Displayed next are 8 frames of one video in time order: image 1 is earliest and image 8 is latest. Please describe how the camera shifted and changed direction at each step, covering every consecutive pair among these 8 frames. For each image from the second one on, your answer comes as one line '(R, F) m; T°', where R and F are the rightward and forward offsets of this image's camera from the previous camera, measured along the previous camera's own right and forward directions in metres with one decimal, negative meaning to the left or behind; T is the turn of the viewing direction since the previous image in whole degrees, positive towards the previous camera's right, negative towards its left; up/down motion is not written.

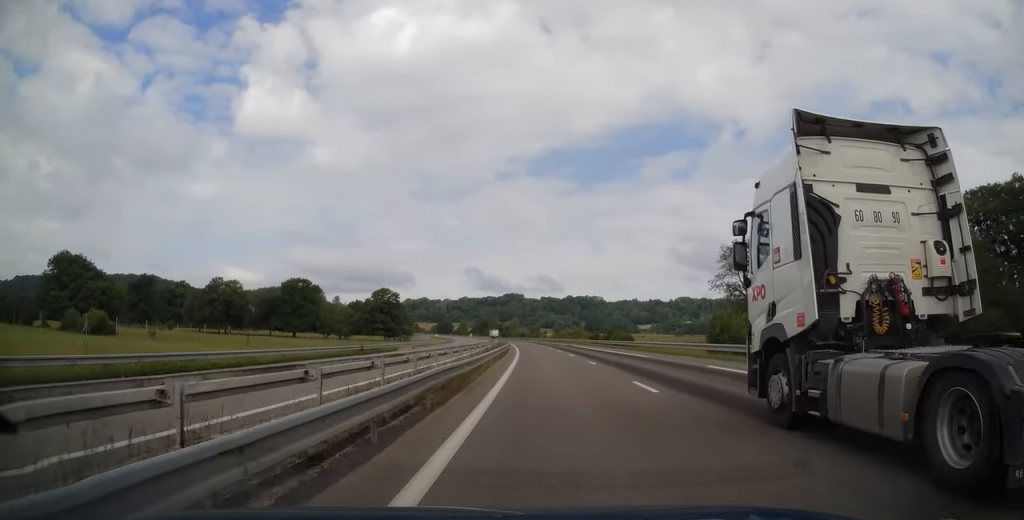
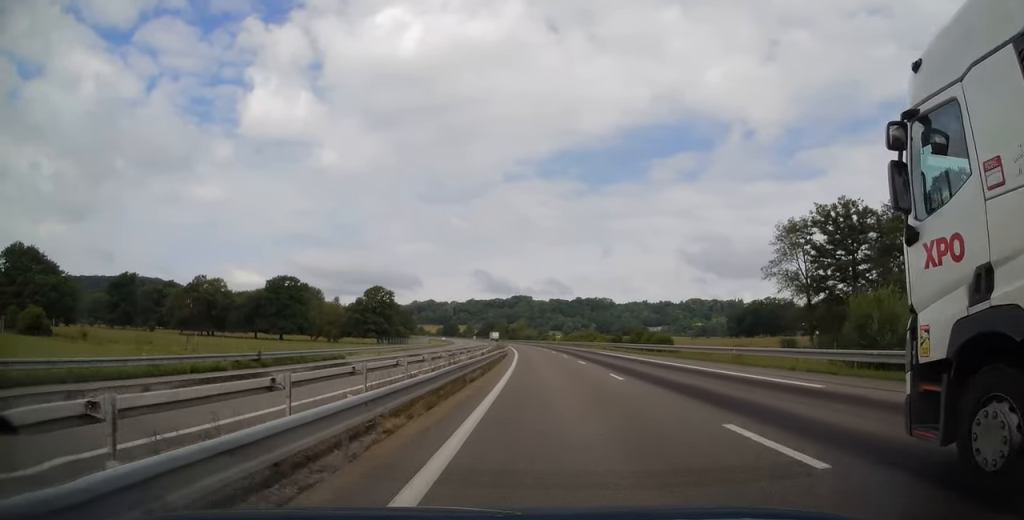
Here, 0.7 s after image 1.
(-0.3, +20.9) m; -1°
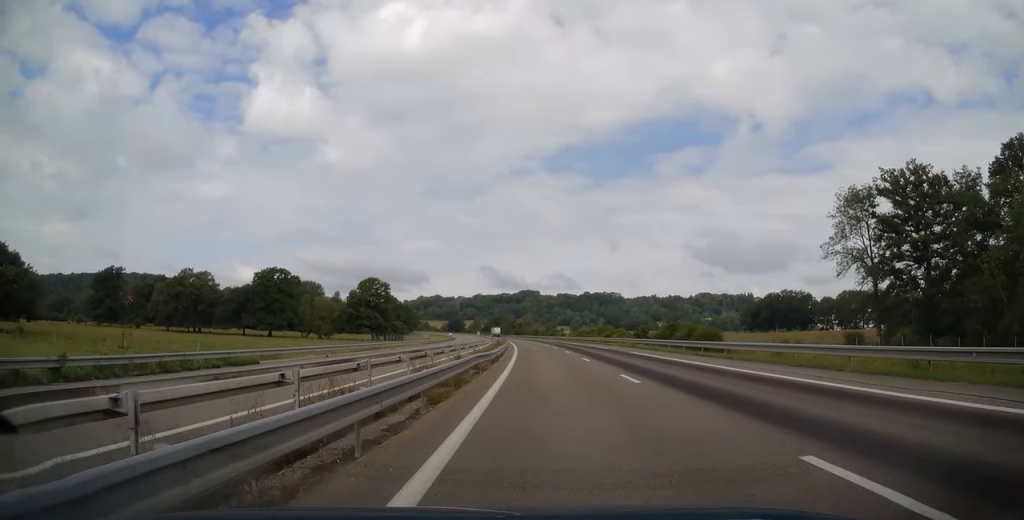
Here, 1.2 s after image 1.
(-0.1, +15.6) m; -1°
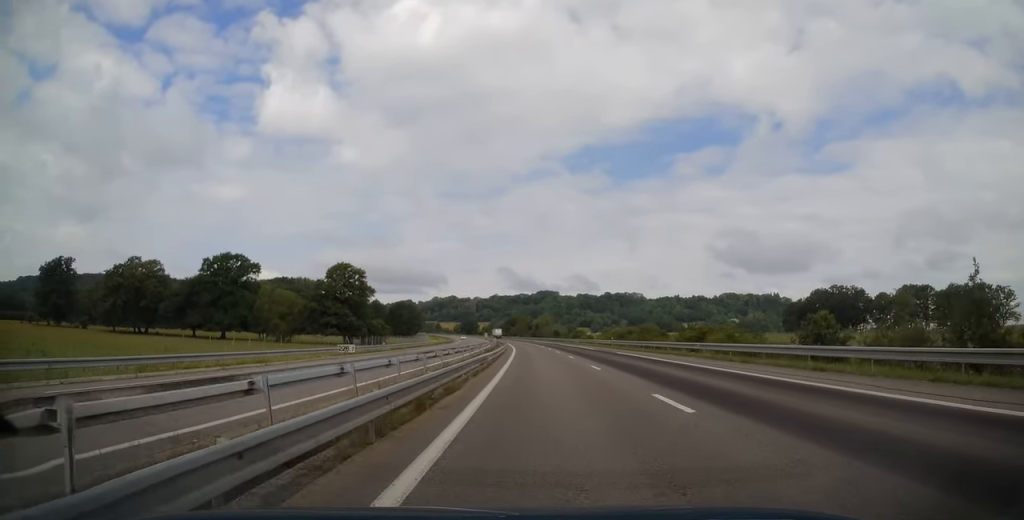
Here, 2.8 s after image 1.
(-0.6, +44.8) m; -2°
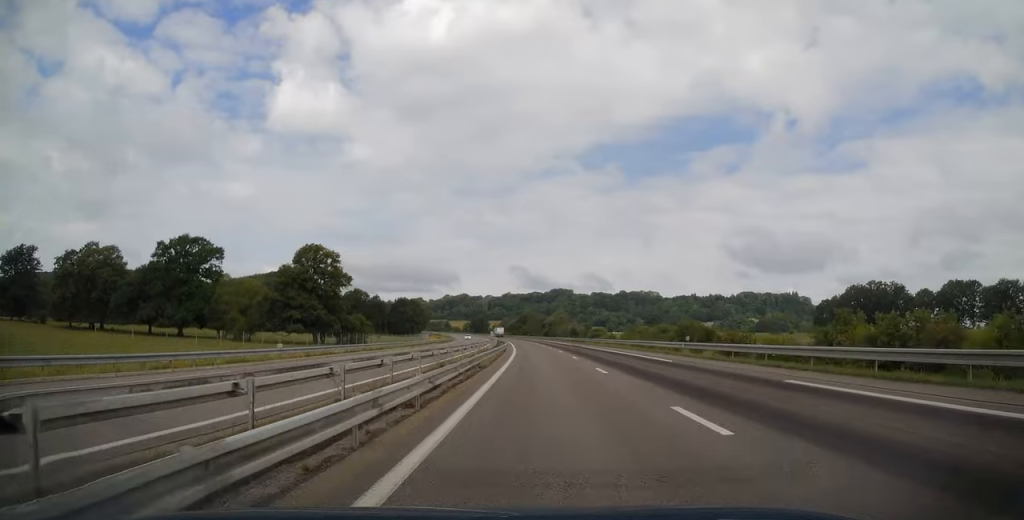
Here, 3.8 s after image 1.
(-0.5, +28.3) m; -1°
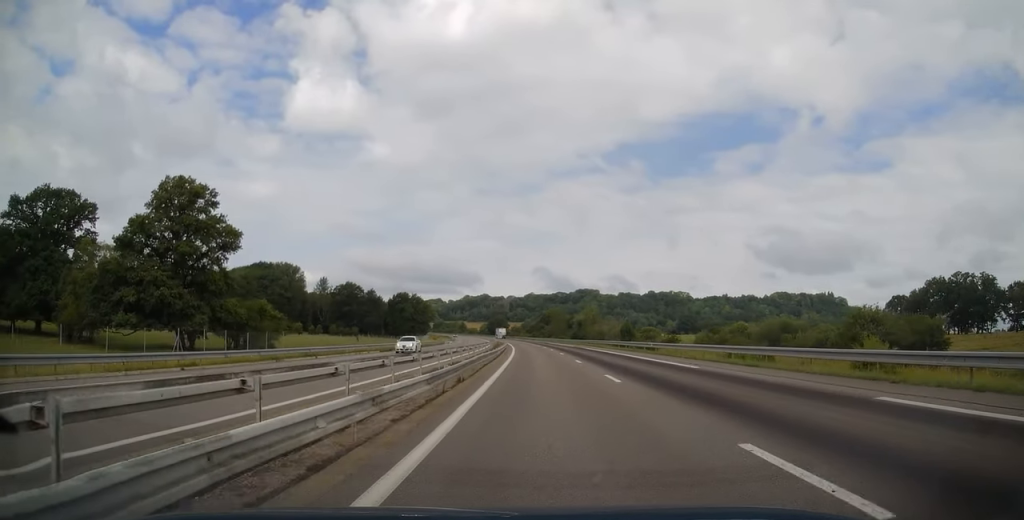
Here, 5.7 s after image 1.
(-0.1, +55.6) m; -1°
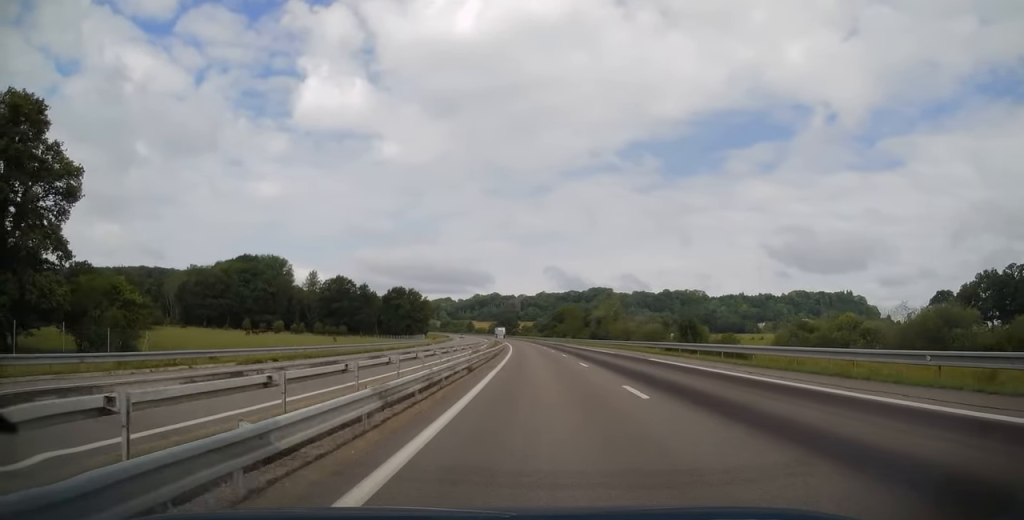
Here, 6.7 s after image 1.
(-0.4, +30.7) m; -2°
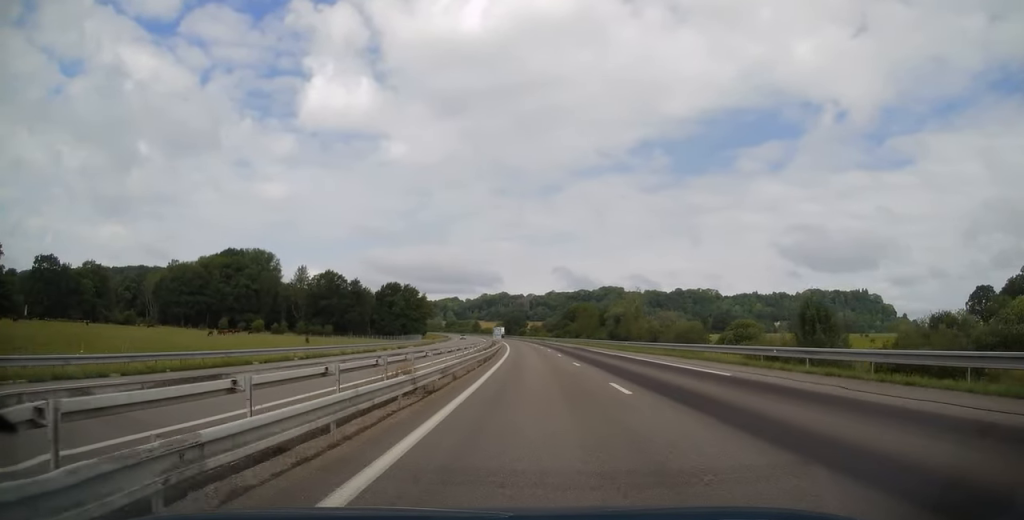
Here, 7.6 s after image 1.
(-0.3, +24.8) m; -1°
